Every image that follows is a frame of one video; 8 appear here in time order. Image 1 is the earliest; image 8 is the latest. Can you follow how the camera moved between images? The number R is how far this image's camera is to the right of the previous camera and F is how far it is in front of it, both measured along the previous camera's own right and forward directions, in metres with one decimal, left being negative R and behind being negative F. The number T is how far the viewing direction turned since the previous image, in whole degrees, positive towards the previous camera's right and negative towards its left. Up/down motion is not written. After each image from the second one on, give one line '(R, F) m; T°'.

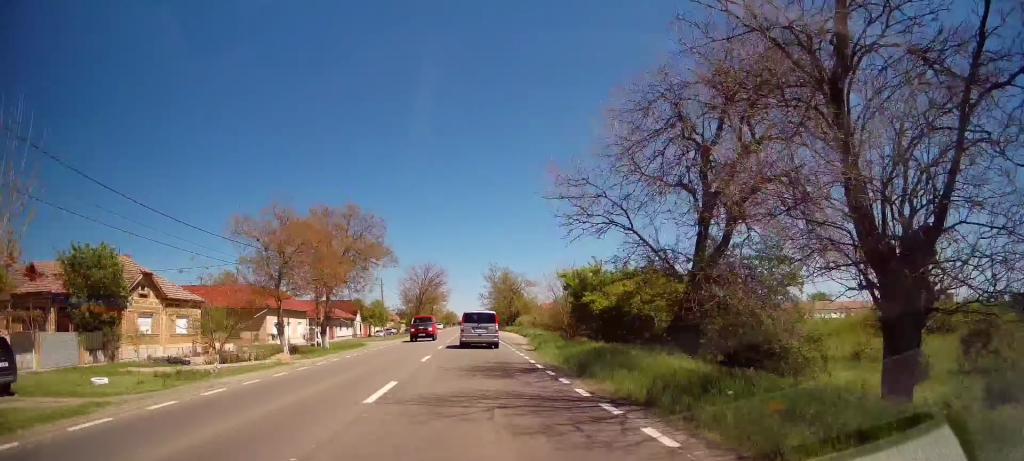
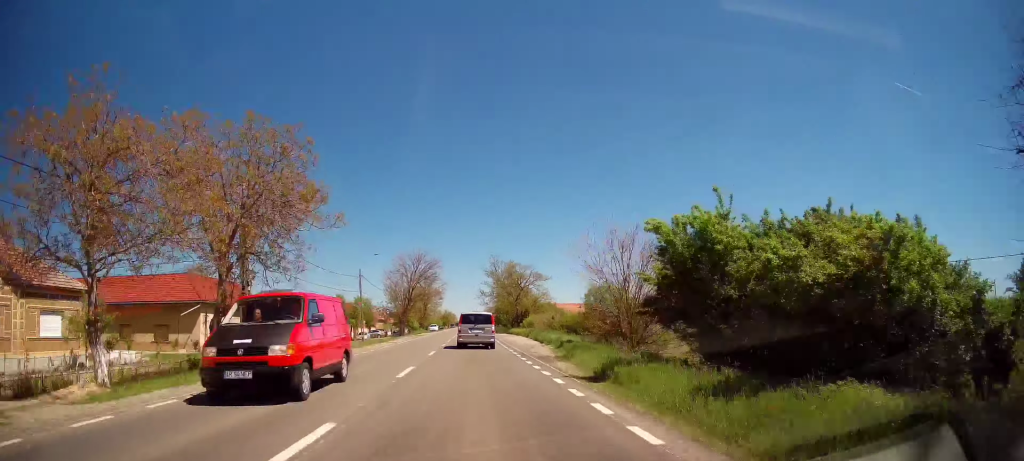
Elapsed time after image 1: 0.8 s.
(-0.2, +13.7) m; -1°
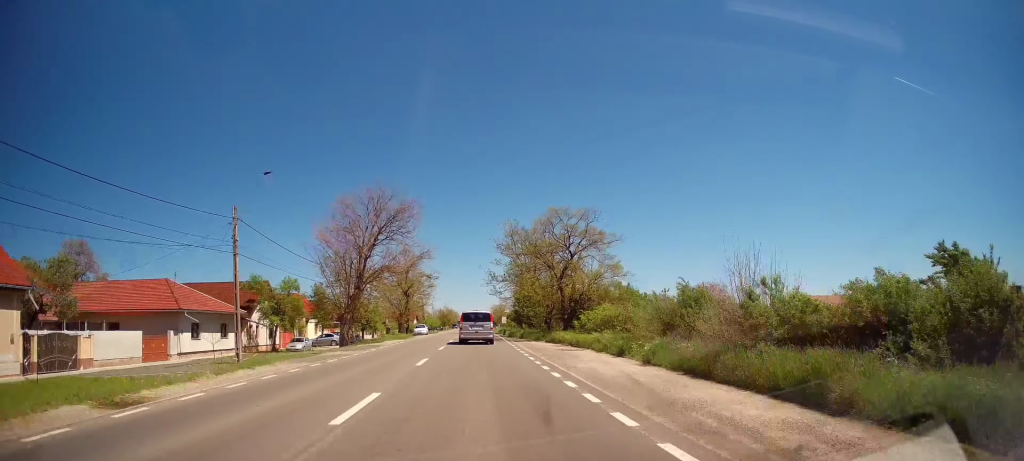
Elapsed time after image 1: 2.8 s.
(+0.5, +33.4) m; +1°
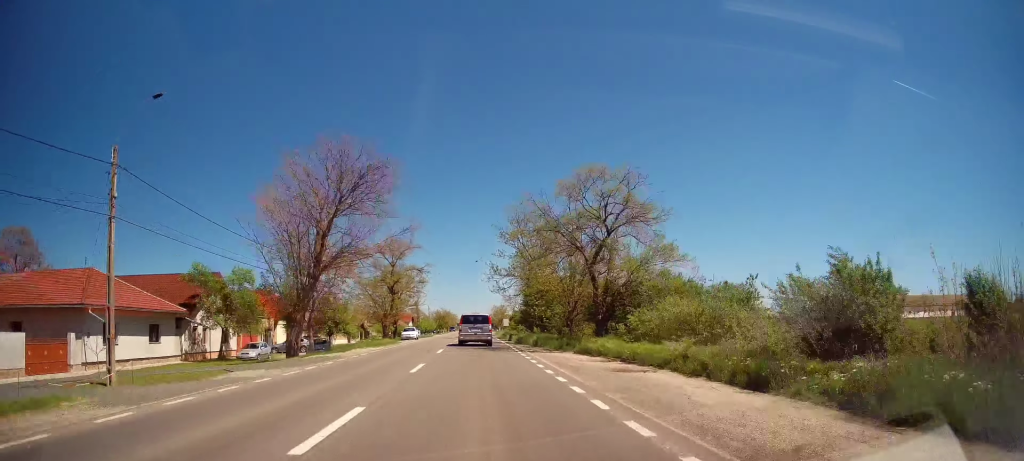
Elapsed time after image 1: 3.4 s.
(-0.3, +10.5) m; -1°
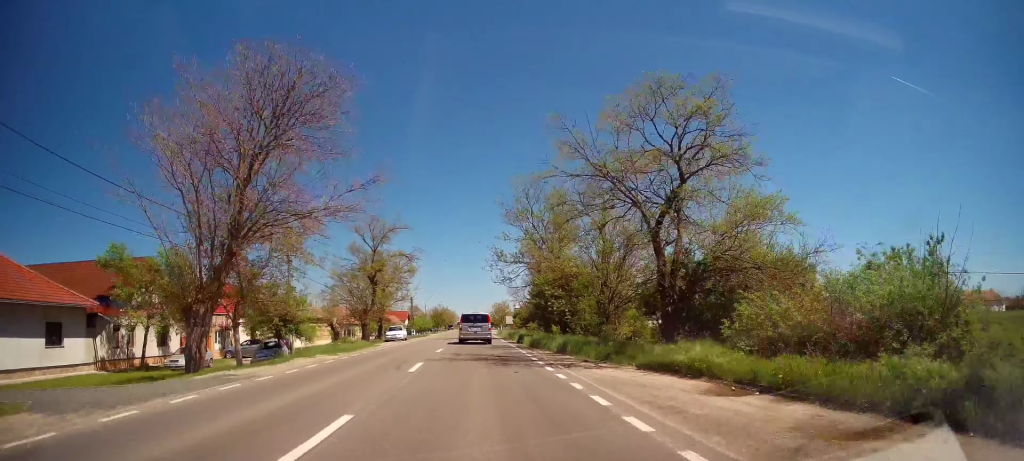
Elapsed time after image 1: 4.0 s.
(0.0, +9.9) m; 0°
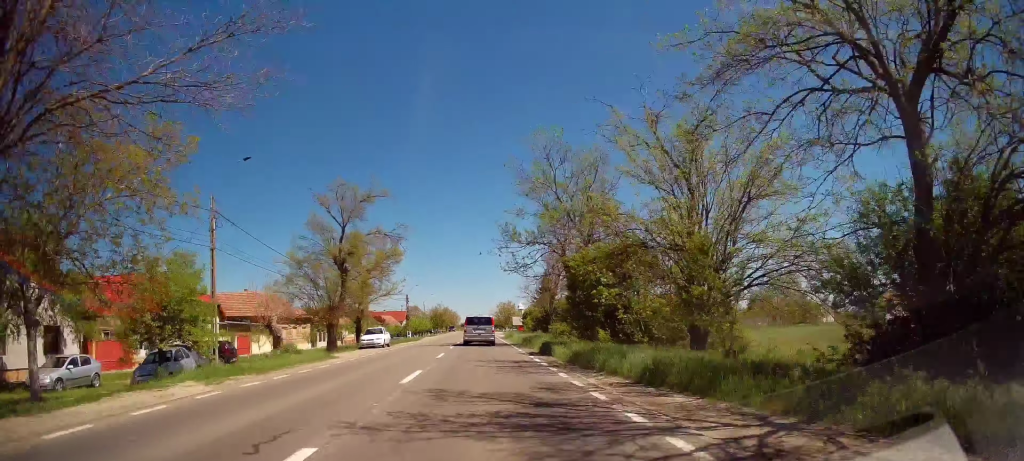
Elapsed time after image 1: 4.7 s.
(+0.1, +11.4) m; +1°
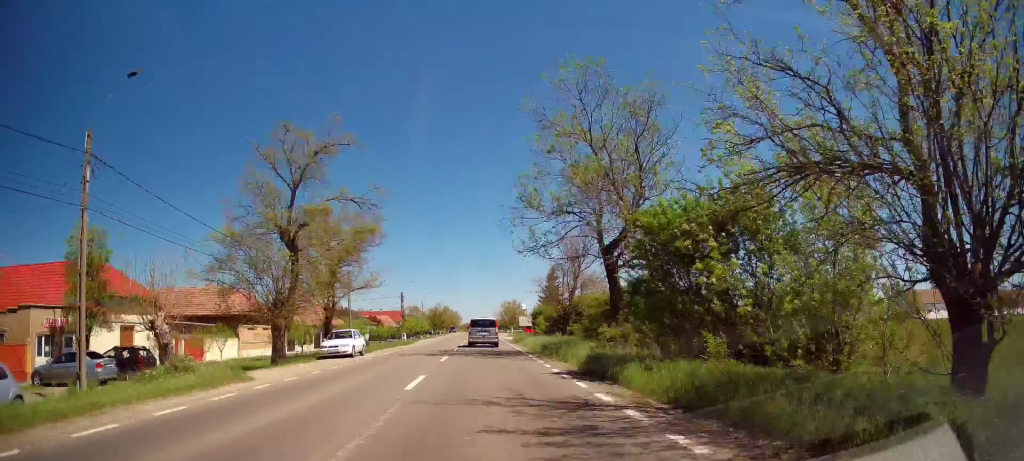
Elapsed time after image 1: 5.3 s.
(0.0, +9.7) m; 0°
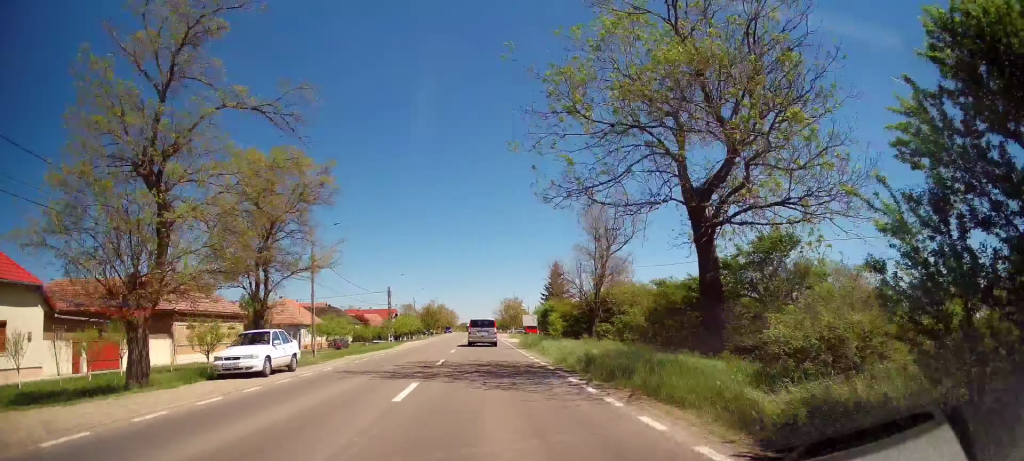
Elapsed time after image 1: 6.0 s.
(0.0, +10.8) m; 0°
